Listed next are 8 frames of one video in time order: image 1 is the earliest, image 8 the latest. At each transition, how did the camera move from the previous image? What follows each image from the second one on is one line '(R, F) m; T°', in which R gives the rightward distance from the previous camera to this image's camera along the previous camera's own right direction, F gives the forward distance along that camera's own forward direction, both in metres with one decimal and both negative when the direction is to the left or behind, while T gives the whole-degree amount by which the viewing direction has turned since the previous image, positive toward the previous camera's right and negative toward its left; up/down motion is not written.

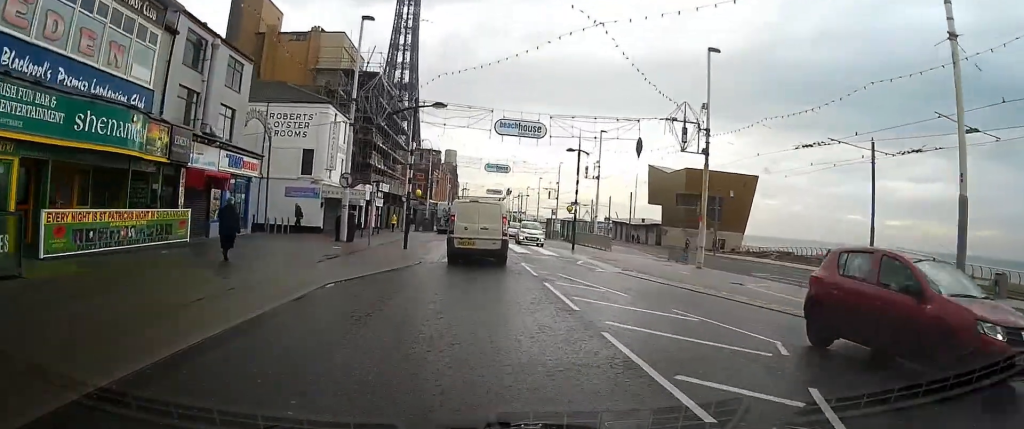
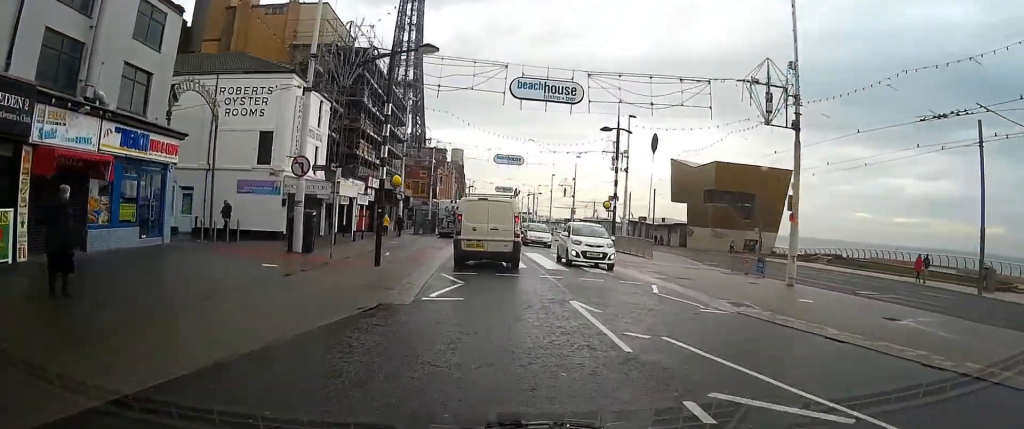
(-0.2, +9.0) m; -2°
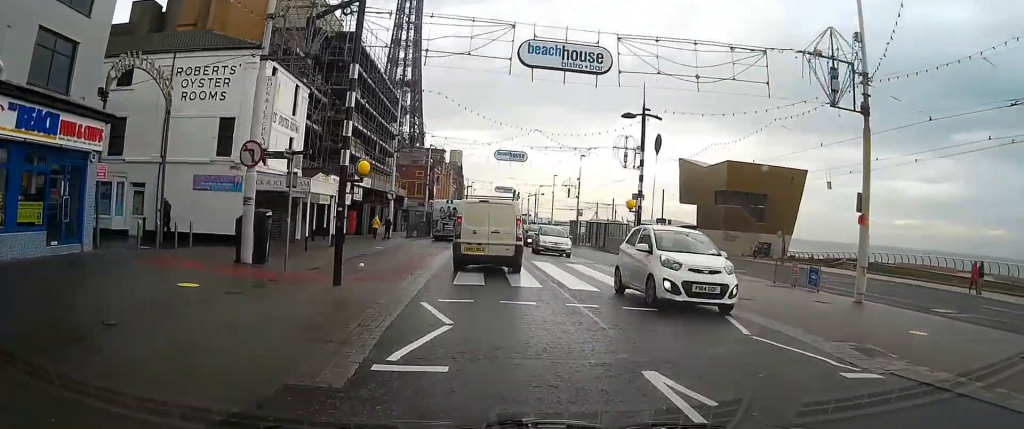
(-0.1, +4.7) m; -2°
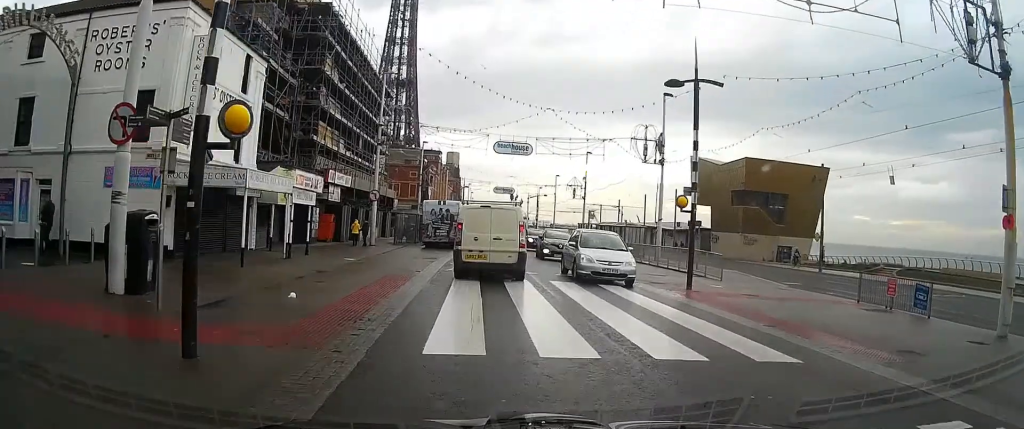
(-0.1, +6.6) m; -2°
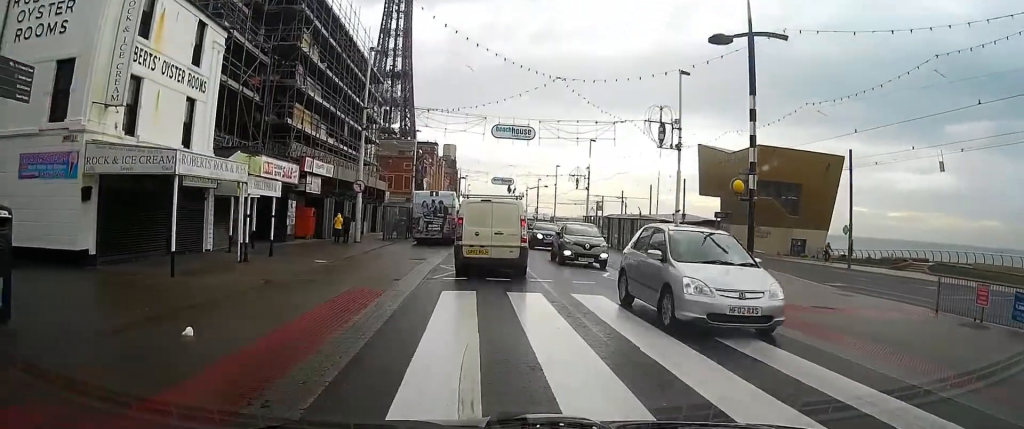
(-0.2, +4.3) m; 0°
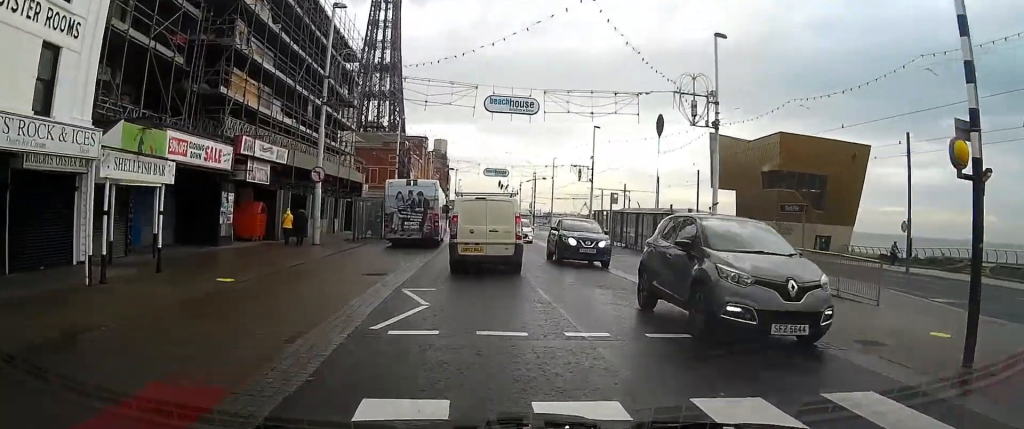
(+0.3, +7.7) m; +3°
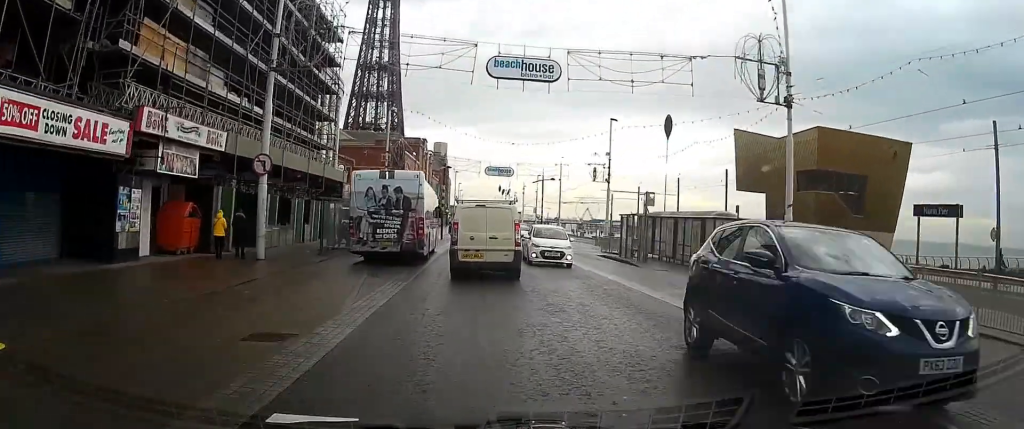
(+0.1, +7.7) m; 0°
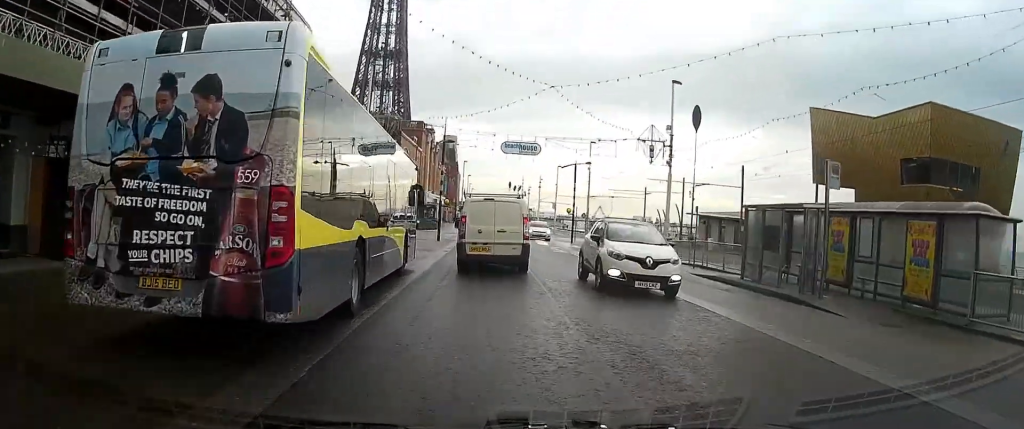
(-0.1, +15.1) m; +1°
